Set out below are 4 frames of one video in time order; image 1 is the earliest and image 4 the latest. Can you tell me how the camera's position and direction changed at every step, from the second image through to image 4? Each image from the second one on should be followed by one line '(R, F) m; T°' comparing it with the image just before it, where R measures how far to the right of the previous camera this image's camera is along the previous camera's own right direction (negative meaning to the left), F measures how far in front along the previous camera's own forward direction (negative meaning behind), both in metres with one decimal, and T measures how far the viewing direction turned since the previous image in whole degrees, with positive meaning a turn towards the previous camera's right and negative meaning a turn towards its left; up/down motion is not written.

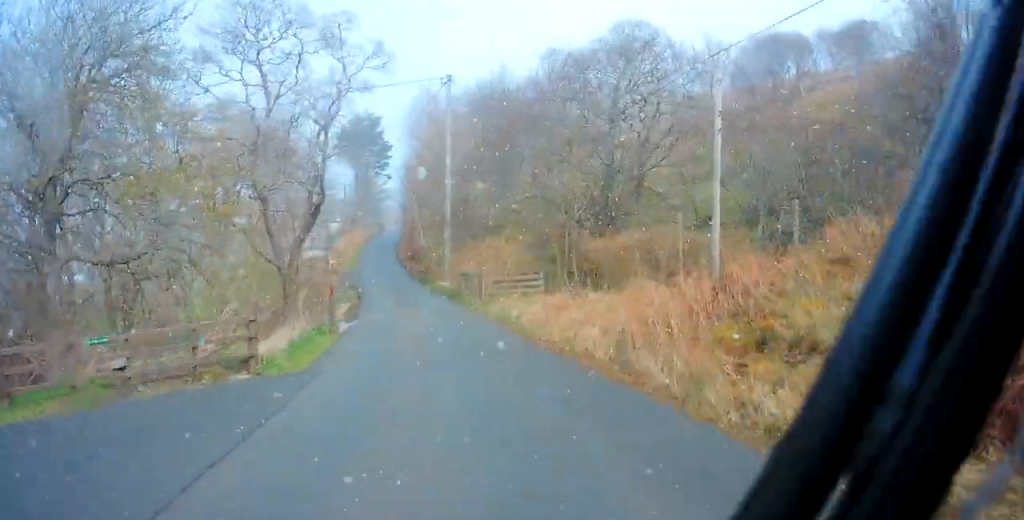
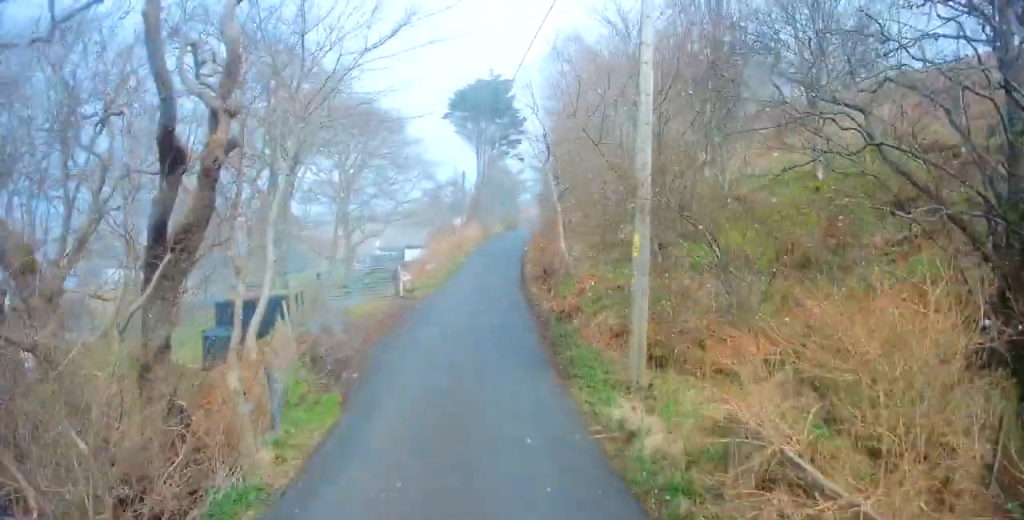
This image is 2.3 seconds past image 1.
(-0.3, +14.9) m; -11°
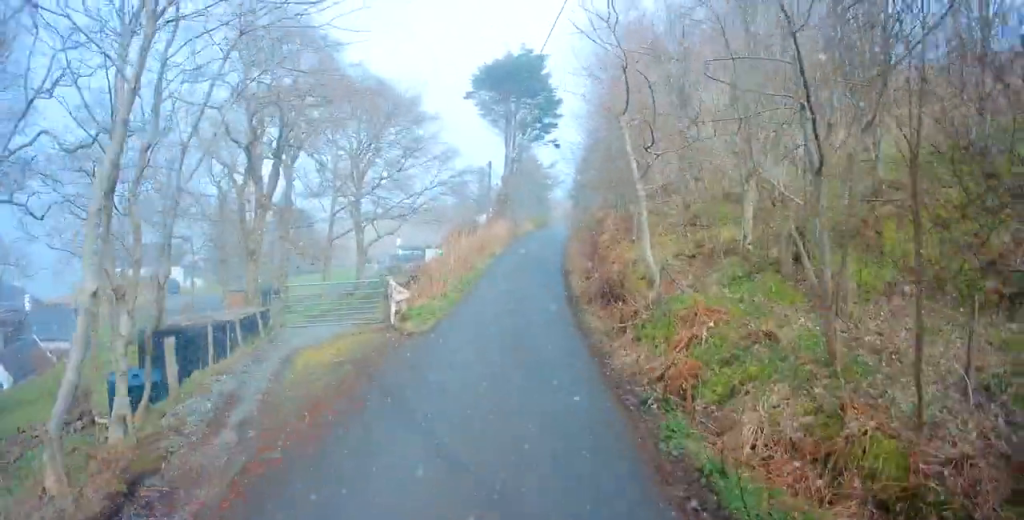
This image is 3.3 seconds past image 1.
(-0.7, +5.9) m; -7°
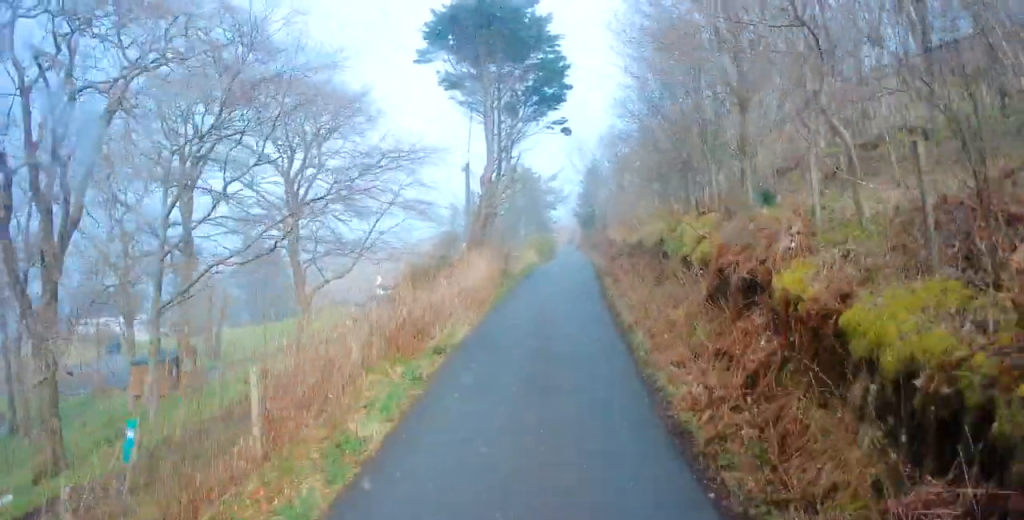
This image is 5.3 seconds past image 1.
(+0.9, +13.7) m; +9°
